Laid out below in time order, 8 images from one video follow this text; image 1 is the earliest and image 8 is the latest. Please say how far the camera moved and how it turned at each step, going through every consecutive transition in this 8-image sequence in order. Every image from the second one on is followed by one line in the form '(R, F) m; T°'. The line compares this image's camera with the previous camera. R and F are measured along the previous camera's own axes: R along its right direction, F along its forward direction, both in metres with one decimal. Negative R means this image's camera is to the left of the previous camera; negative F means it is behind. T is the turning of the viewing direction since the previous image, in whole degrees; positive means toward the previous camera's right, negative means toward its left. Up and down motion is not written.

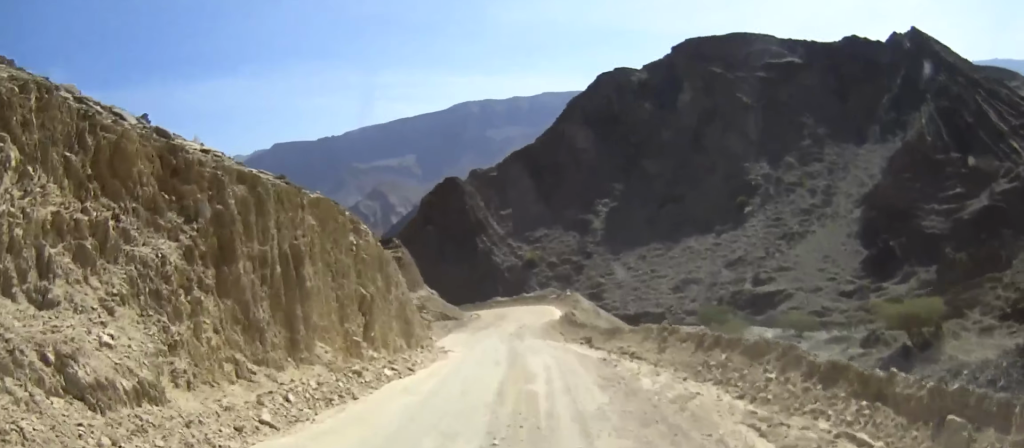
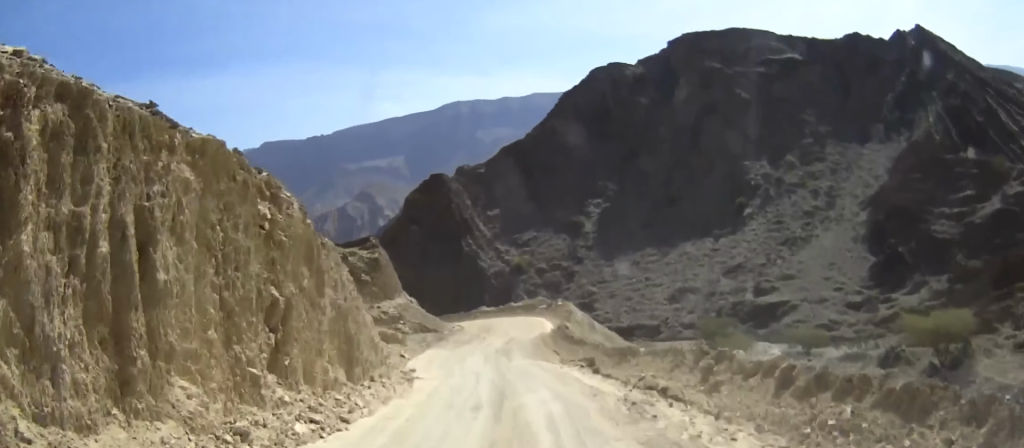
(0.0, +5.0) m; 0°
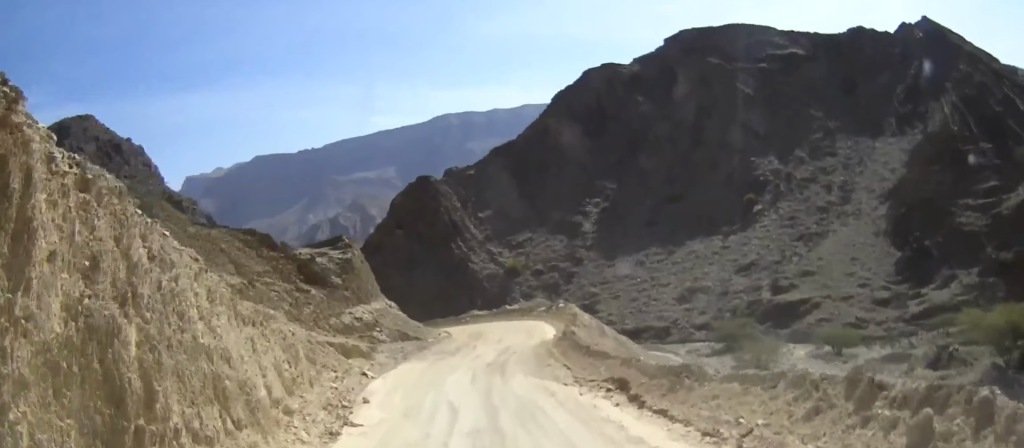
(0.0, +6.8) m; 0°
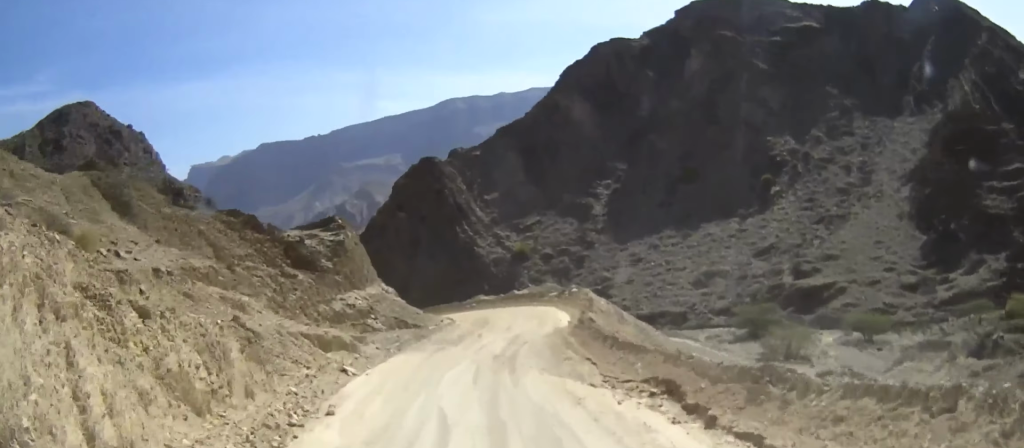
(0.0, +4.0) m; 0°
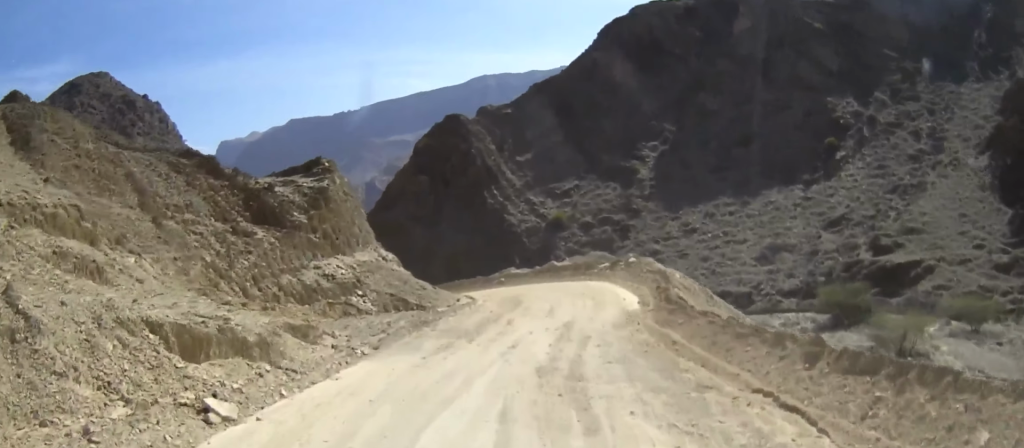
(0.0, +11.2) m; -1°
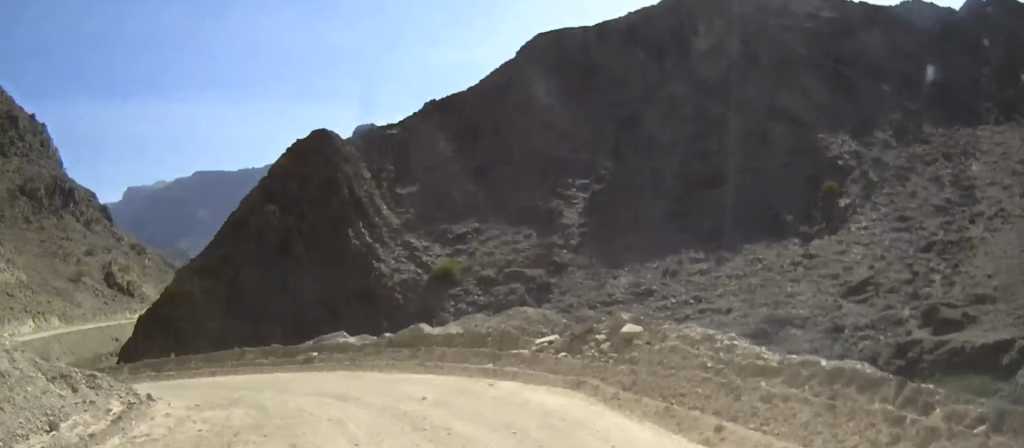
(+0.9, +25.6) m; +4°
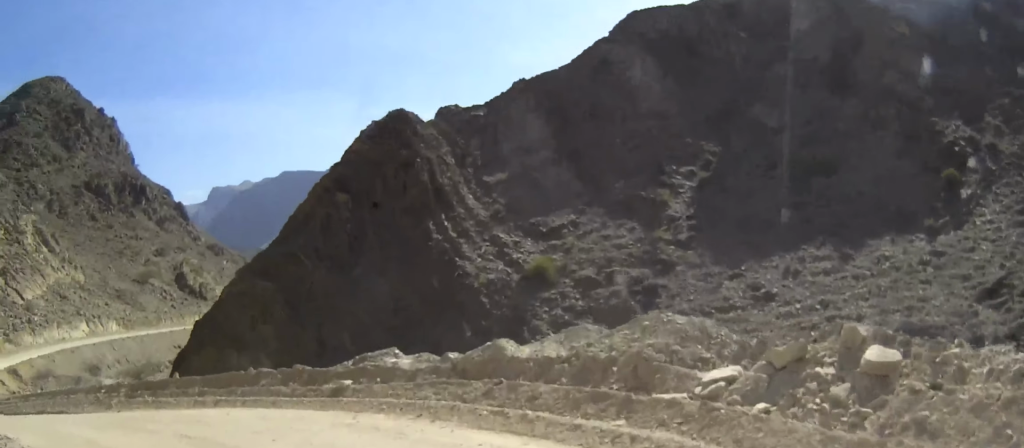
(-0.3, +7.3) m; -10°
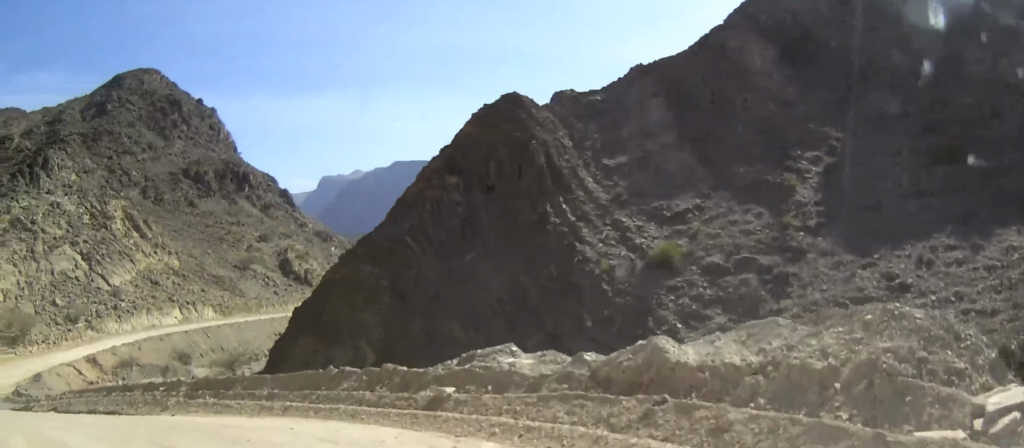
(-0.1, +3.8) m; -10°
